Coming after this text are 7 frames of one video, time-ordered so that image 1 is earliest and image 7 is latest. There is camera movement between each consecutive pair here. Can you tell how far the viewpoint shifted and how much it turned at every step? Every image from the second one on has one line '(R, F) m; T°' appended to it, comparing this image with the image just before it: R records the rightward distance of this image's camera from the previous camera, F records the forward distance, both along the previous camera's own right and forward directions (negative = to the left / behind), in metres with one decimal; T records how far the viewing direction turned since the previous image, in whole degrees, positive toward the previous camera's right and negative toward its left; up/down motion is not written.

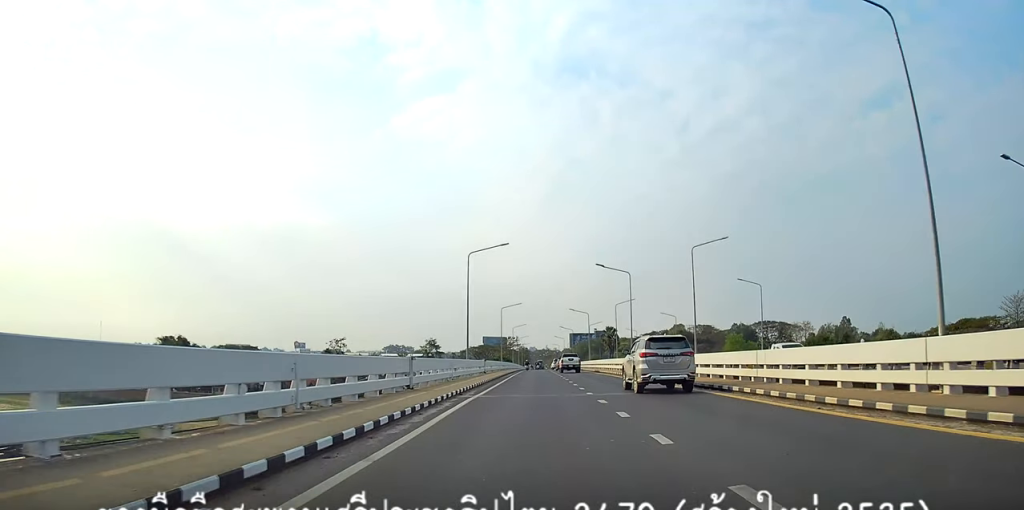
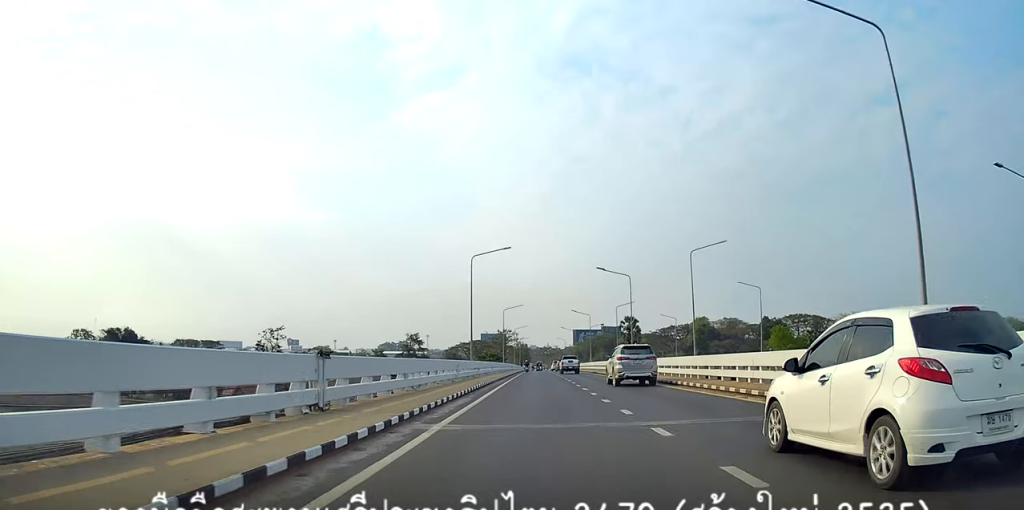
(-0.4, +41.3) m; 0°
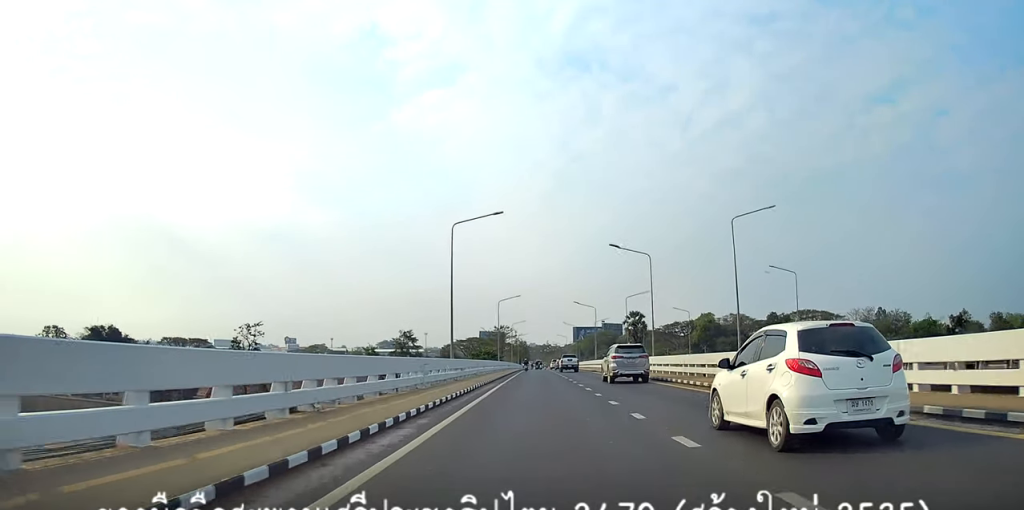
(-0.1, +11.4) m; 0°
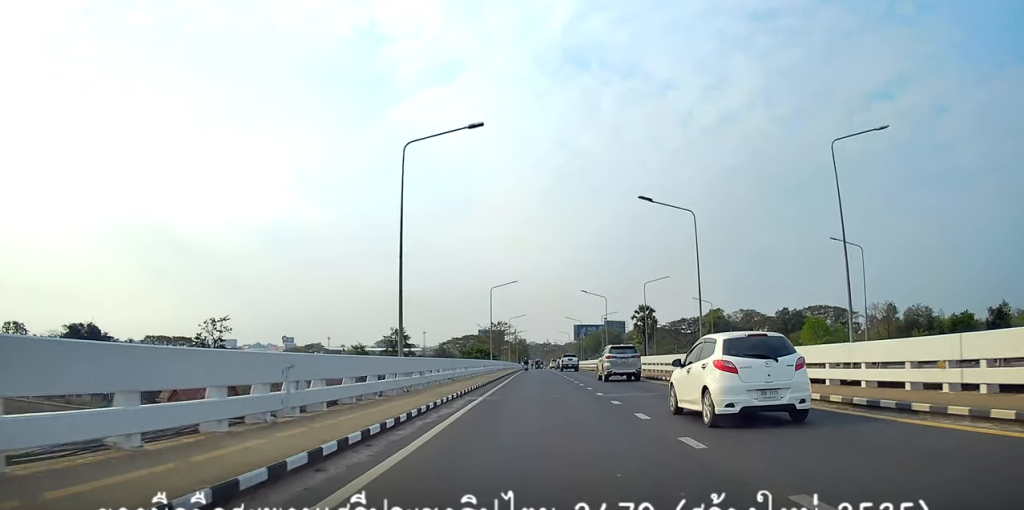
(-0.1, +14.8) m; 0°
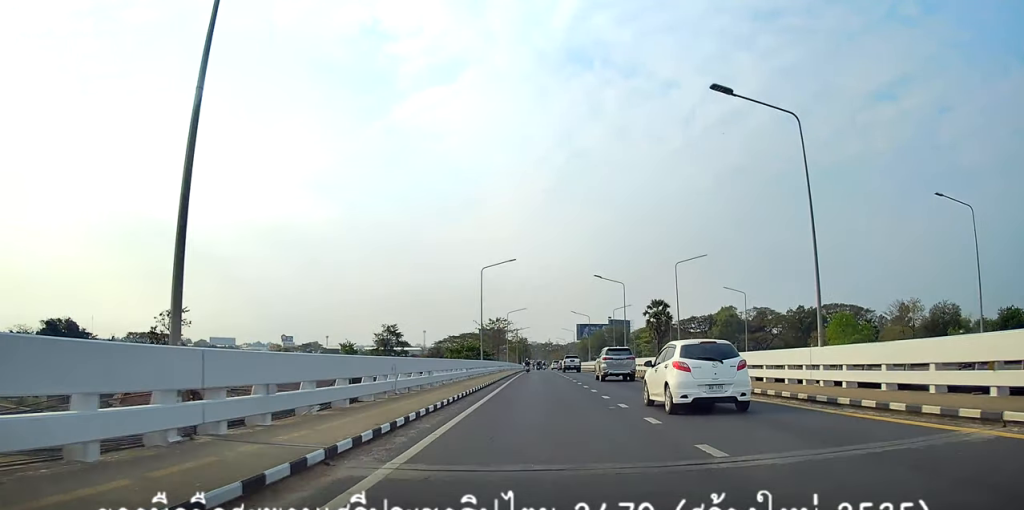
(+0.2, +14.6) m; +1°
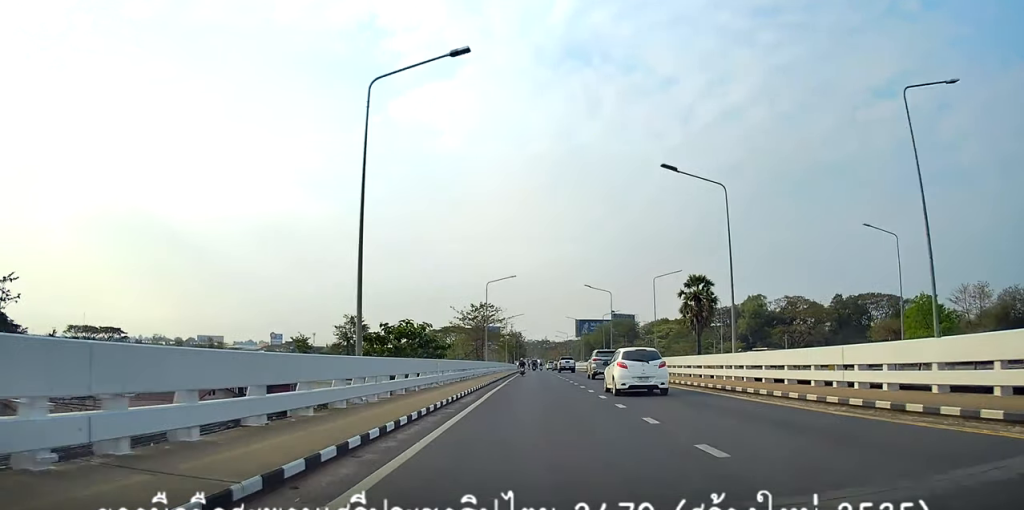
(+0.2, +33.6) m; -1°
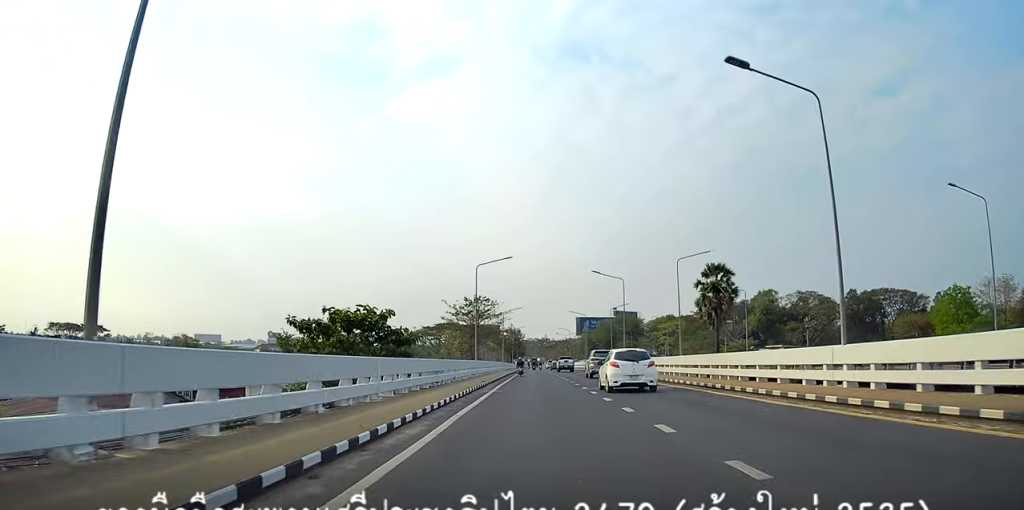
(-0.1, +9.1) m; -1°
